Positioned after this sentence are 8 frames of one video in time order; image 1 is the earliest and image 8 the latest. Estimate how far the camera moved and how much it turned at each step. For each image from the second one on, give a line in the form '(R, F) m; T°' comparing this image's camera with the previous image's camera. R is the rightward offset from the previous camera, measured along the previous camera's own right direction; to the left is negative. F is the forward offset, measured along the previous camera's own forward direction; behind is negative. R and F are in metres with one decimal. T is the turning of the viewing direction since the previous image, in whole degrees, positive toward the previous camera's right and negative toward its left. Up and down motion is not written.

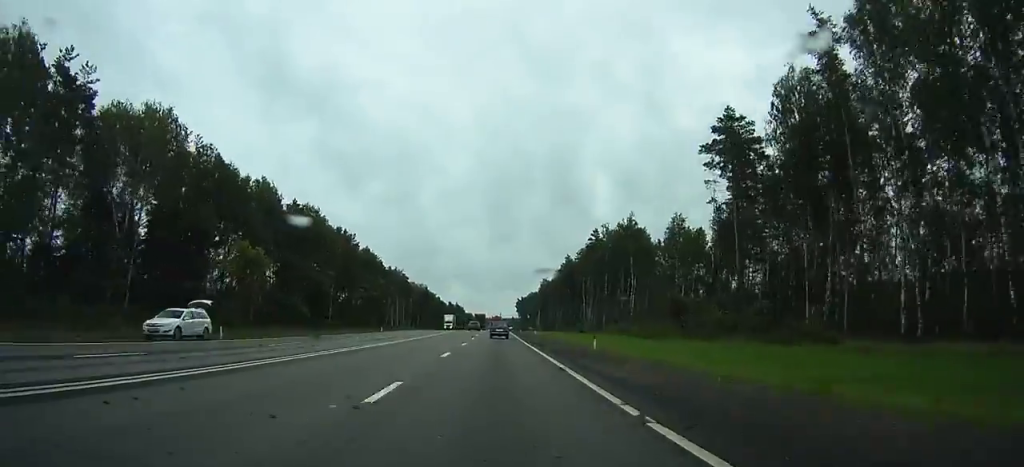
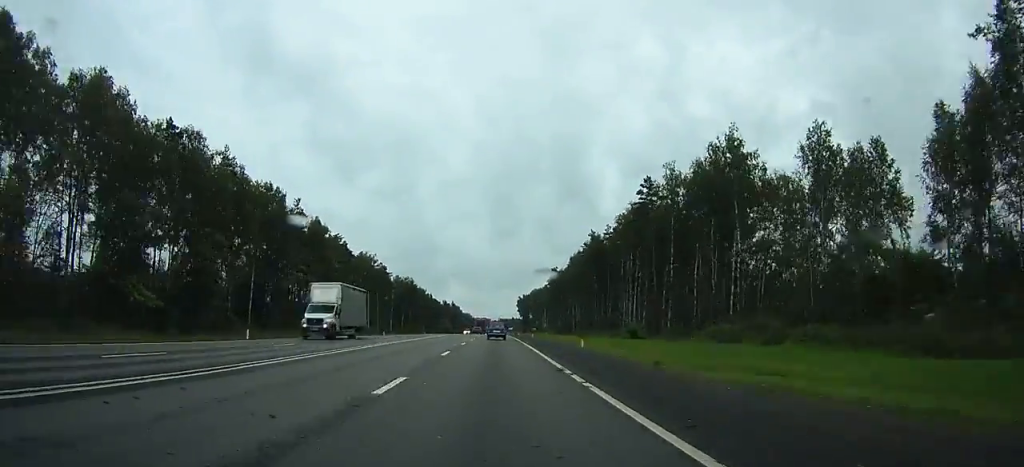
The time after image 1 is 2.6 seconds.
(+0.1, +43.1) m; 0°
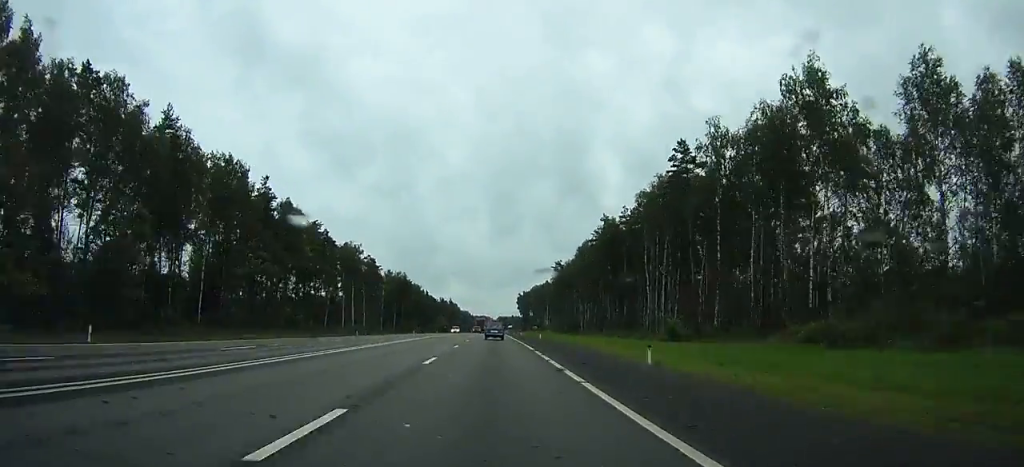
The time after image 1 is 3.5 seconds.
(0.0, +14.8) m; 0°
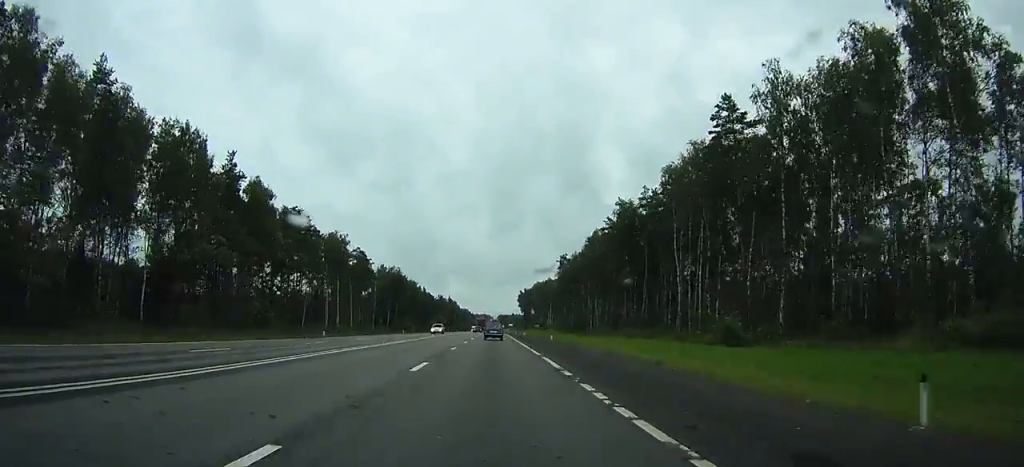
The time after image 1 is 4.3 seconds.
(0.0, +12.2) m; 0°
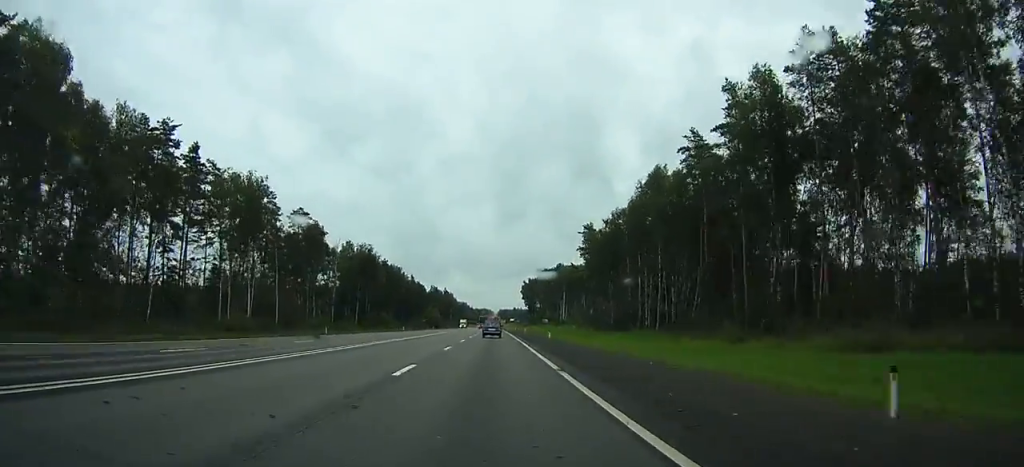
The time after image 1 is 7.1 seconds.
(+0.1, +44.0) m; 0°
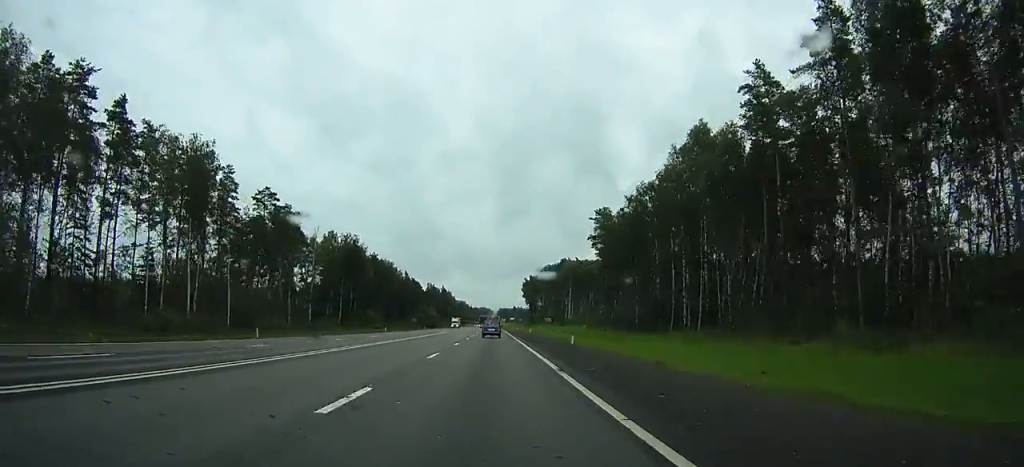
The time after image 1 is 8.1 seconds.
(0.0, +16.4) m; 0°
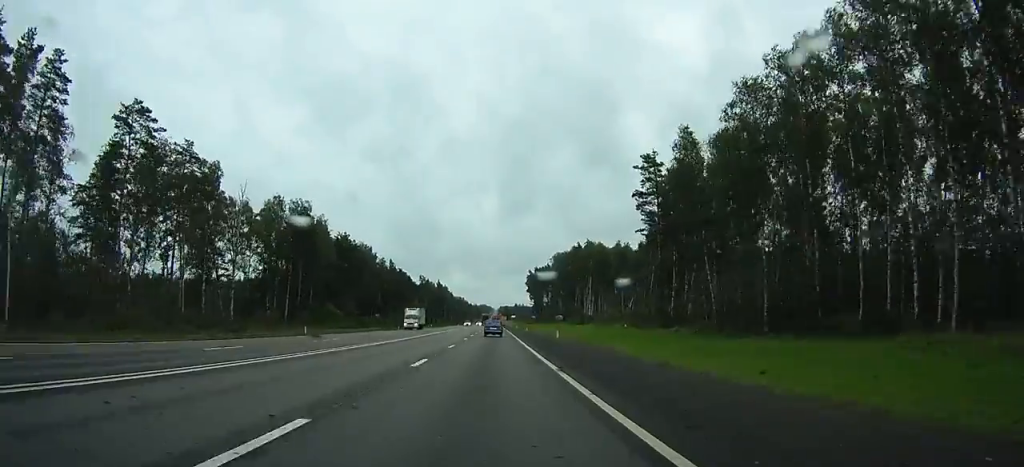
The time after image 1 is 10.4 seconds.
(-0.1, +37.8) m; 0°
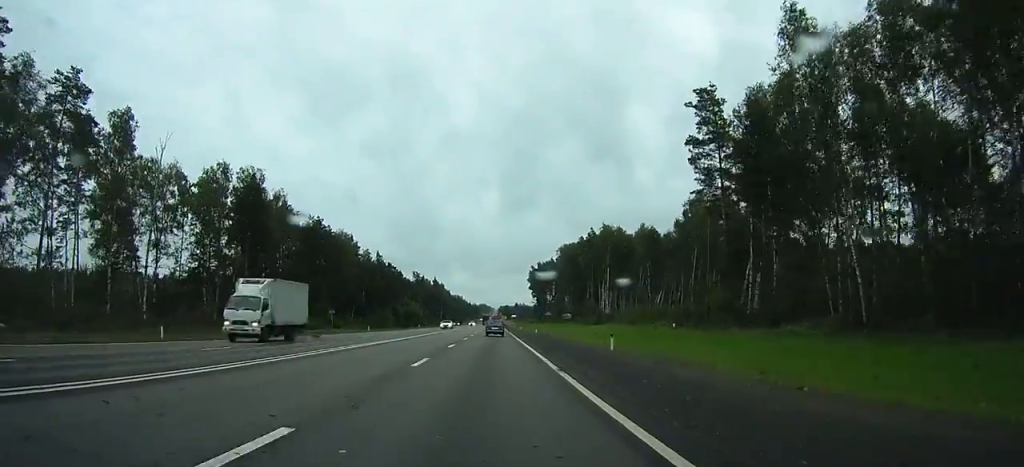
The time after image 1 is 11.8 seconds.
(0.0, +23.8) m; 0°
